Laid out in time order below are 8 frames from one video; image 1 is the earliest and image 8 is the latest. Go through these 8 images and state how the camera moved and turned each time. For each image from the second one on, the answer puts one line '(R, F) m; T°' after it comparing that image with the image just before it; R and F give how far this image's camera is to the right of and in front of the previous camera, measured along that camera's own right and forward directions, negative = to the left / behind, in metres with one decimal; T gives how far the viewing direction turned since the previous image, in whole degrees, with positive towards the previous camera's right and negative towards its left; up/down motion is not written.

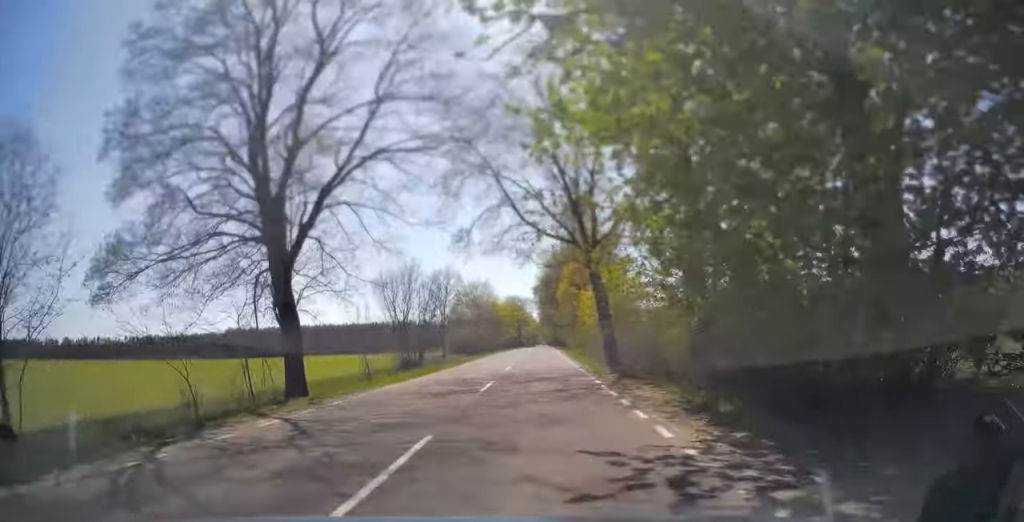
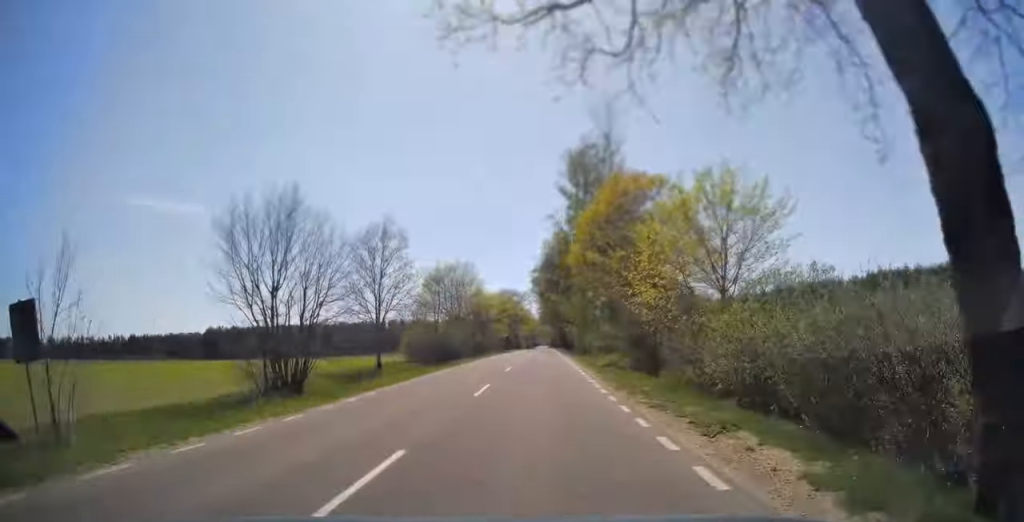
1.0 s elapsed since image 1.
(0.0, +24.3) m; 0°
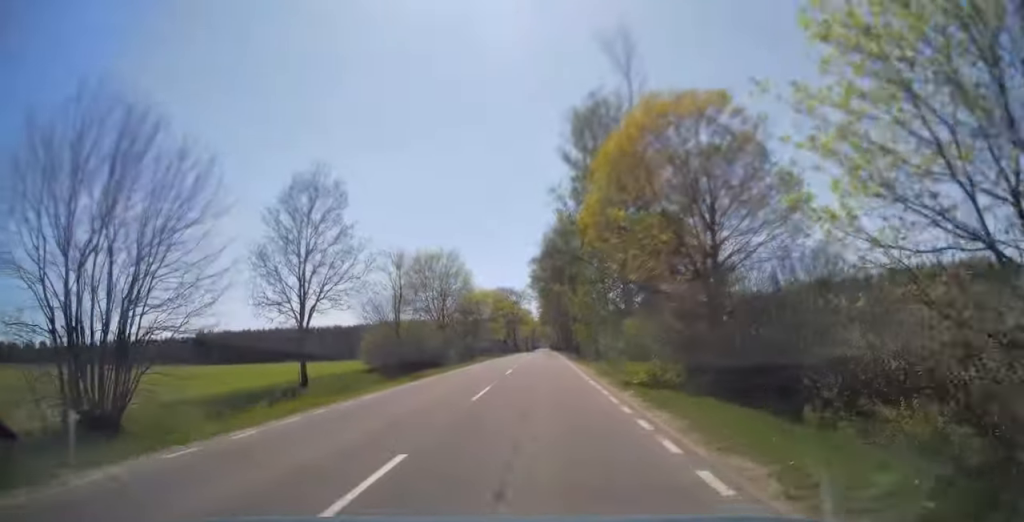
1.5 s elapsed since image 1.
(+0.1, +12.0) m; 0°
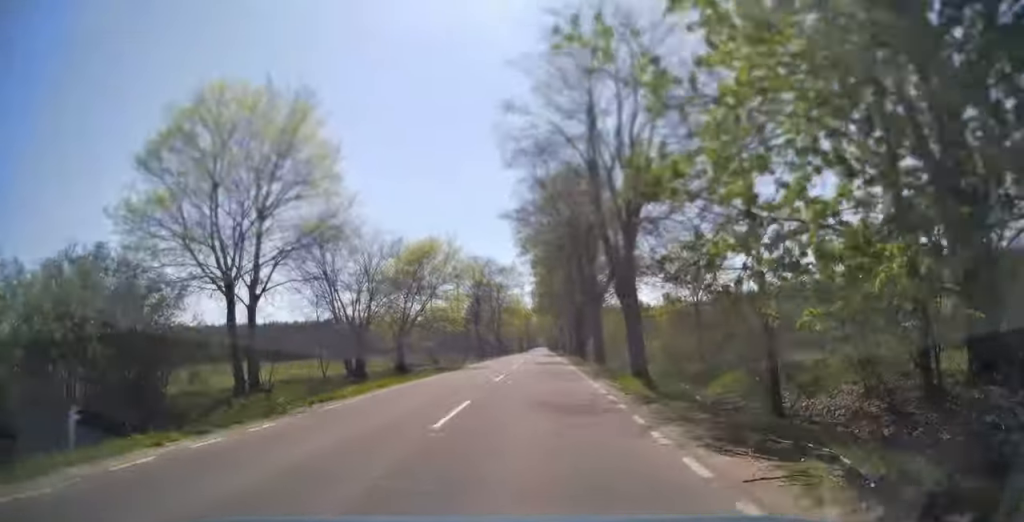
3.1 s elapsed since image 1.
(-0.2, +40.4) m; 0°
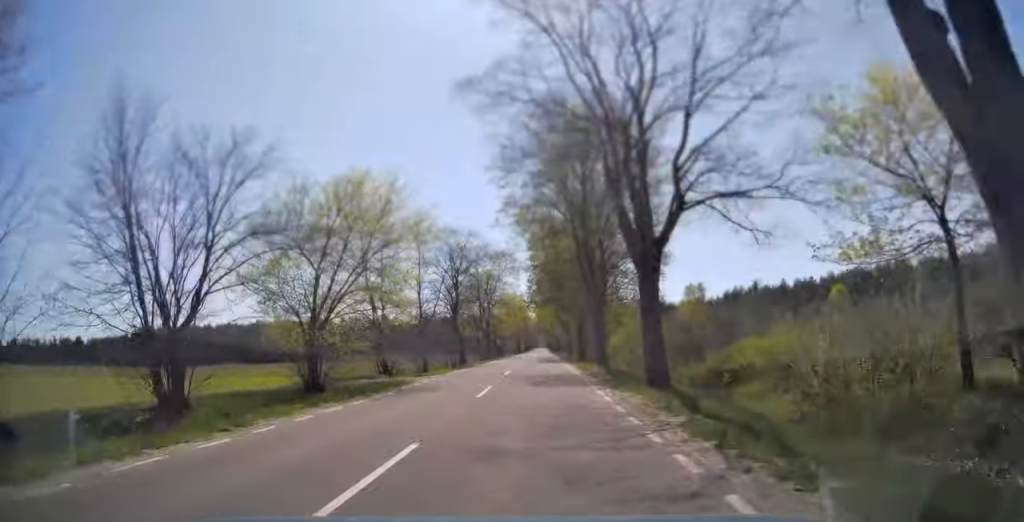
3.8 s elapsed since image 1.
(+0.1, +17.3) m; 0°
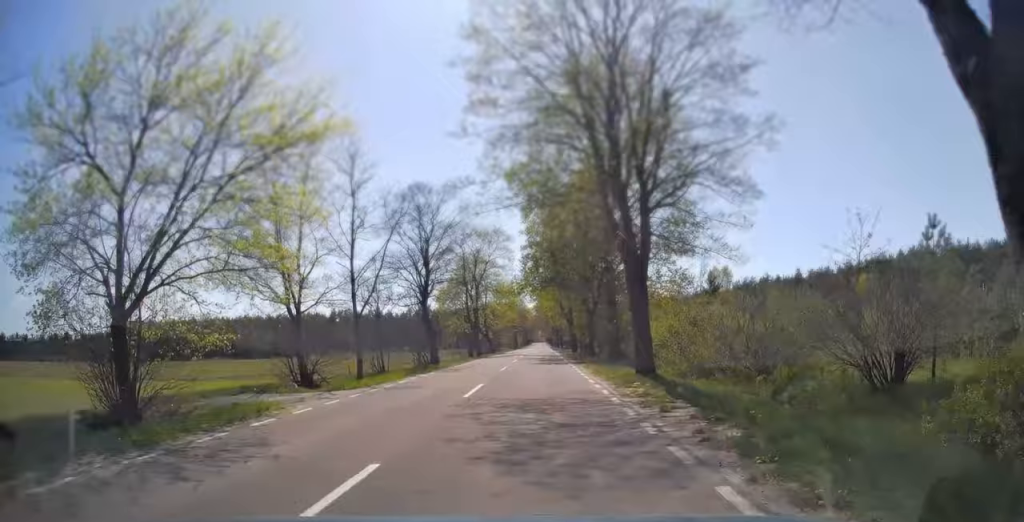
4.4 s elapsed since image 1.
(+0.1, +13.6) m; 0°
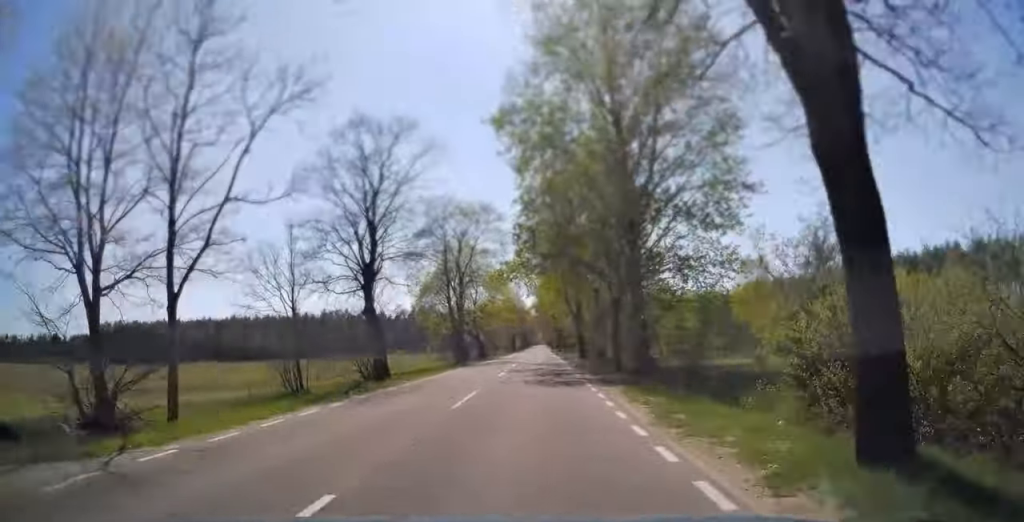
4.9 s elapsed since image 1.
(0.0, +13.2) m; 0°
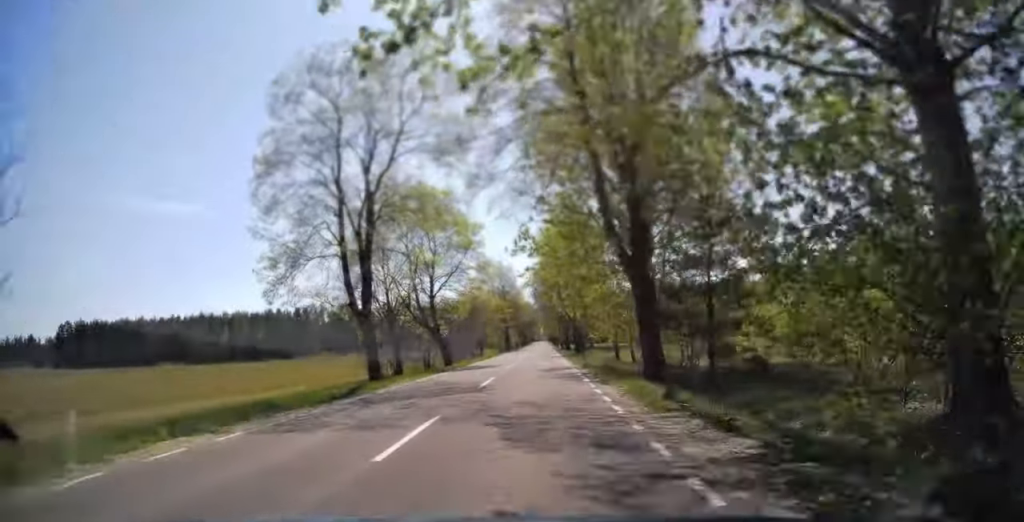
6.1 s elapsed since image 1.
(-0.1, +29.3) m; 0°
